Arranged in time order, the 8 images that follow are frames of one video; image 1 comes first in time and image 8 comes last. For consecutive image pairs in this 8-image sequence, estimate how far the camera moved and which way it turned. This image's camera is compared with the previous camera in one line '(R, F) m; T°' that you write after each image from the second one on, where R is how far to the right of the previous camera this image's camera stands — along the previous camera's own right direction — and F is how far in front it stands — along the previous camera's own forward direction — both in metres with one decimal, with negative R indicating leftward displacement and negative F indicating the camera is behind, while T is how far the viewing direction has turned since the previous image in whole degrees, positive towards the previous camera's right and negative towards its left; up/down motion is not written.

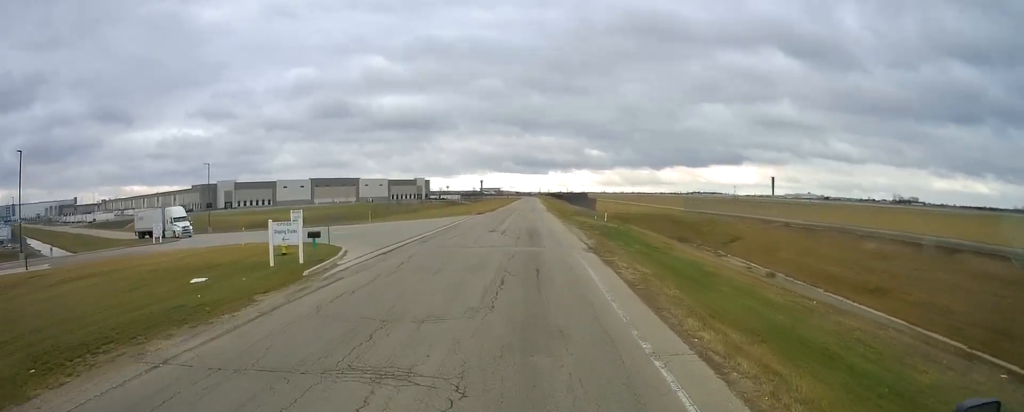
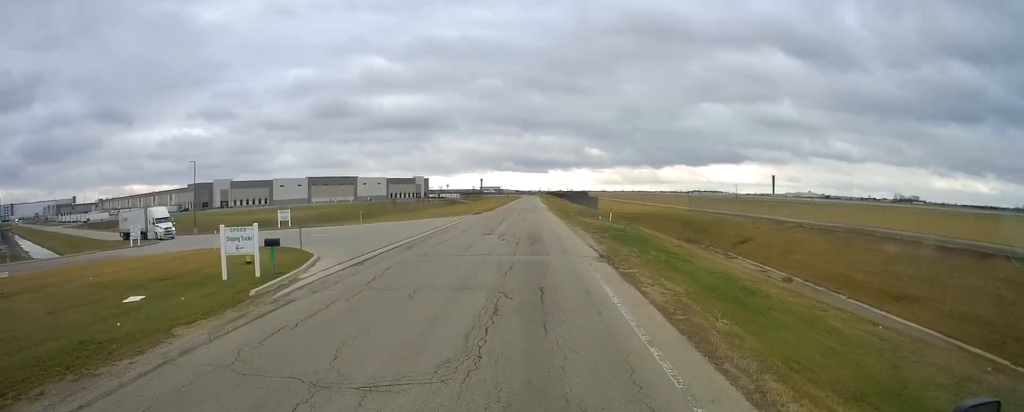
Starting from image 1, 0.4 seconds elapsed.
(-0.5, +5.0) m; -1°
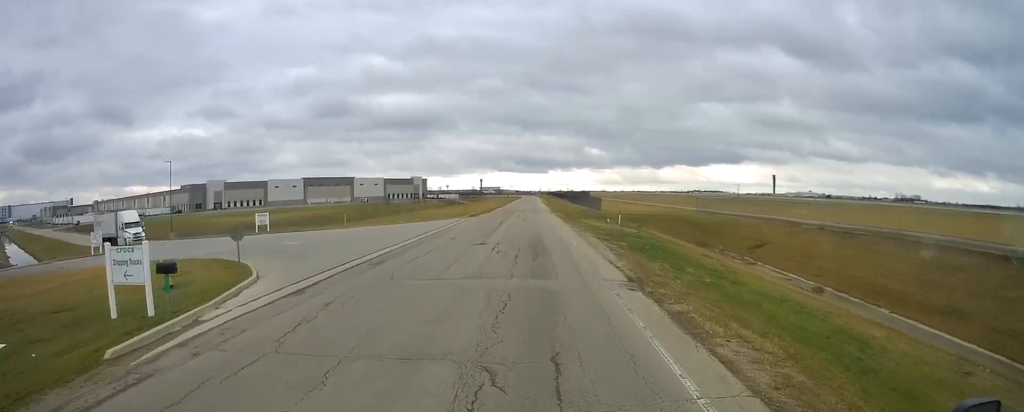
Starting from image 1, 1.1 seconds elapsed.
(-0.5, +8.2) m; -1°
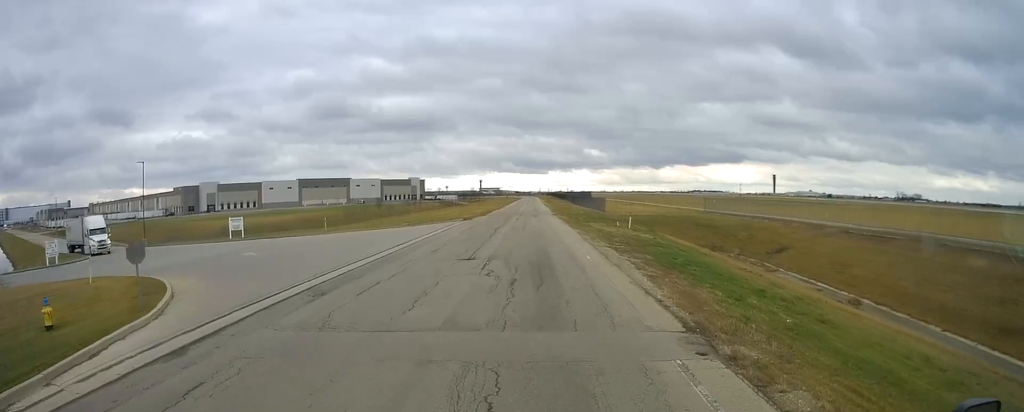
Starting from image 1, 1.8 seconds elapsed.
(+0.5, +8.5) m; 0°
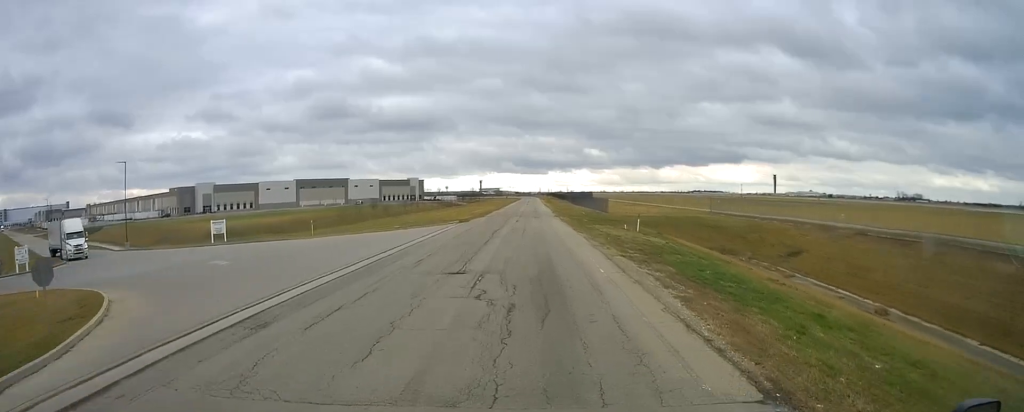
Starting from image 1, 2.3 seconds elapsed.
(-0.1, +5.5) m; 0°
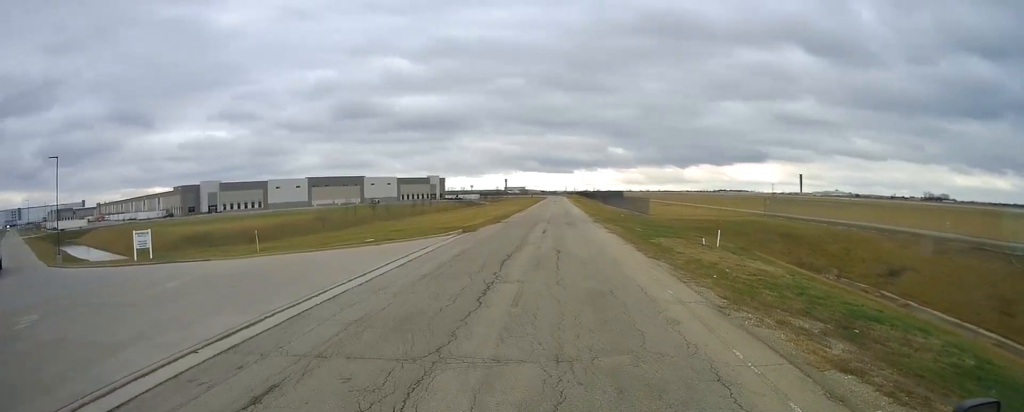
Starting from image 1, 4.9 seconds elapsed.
(-1.0, +27.3) m; -2°
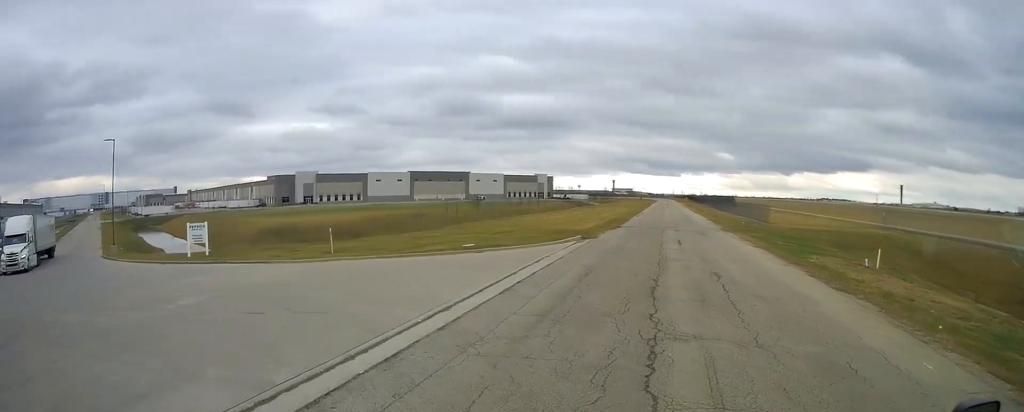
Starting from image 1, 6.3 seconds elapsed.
(+0.1, +11.8) m; -2°
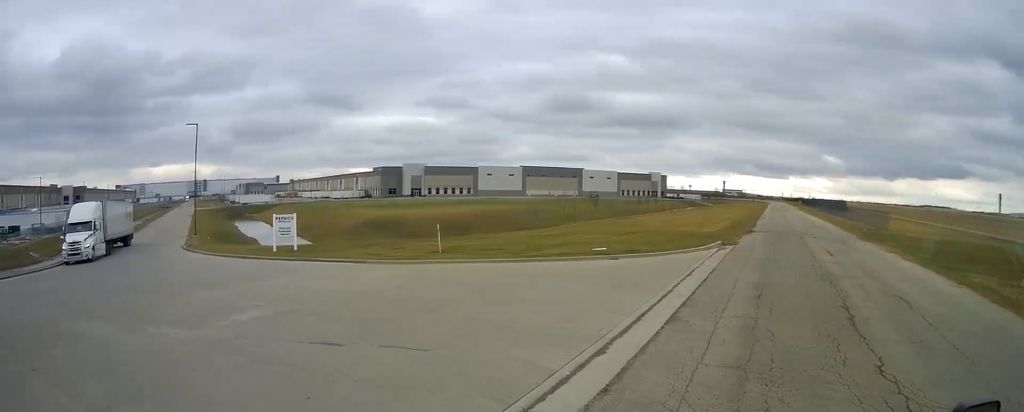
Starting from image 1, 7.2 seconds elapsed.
(-0.3, +7.1) m; -3°
